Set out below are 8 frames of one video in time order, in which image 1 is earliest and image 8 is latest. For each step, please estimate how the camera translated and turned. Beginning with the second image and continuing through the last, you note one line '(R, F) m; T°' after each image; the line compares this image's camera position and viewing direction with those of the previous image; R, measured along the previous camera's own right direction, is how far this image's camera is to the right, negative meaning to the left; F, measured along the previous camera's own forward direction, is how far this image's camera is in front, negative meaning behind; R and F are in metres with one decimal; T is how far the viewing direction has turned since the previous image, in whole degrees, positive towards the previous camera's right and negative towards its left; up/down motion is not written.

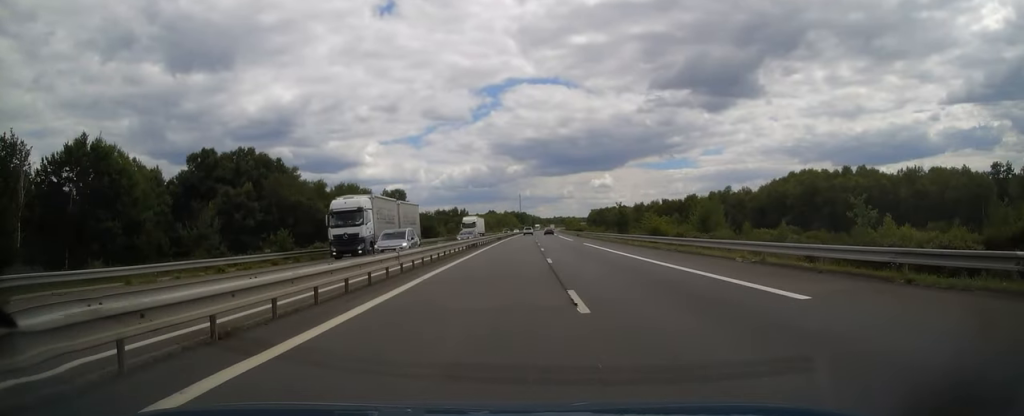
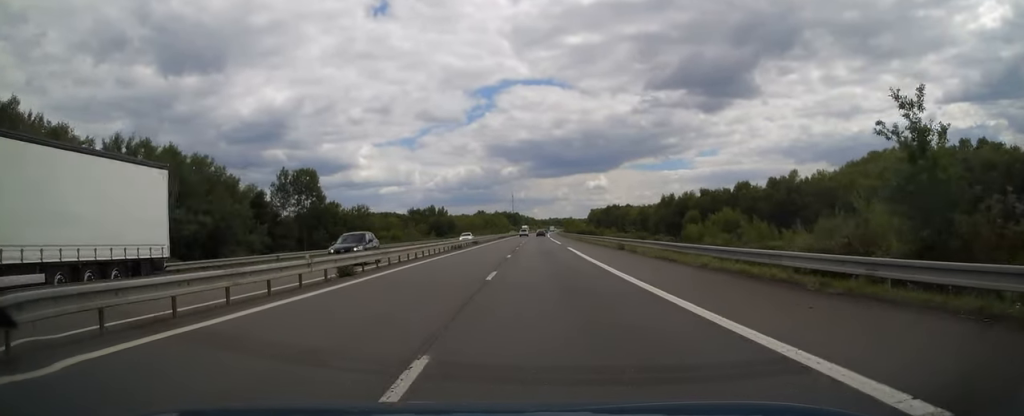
(+0.8, +58.9) m; +1°
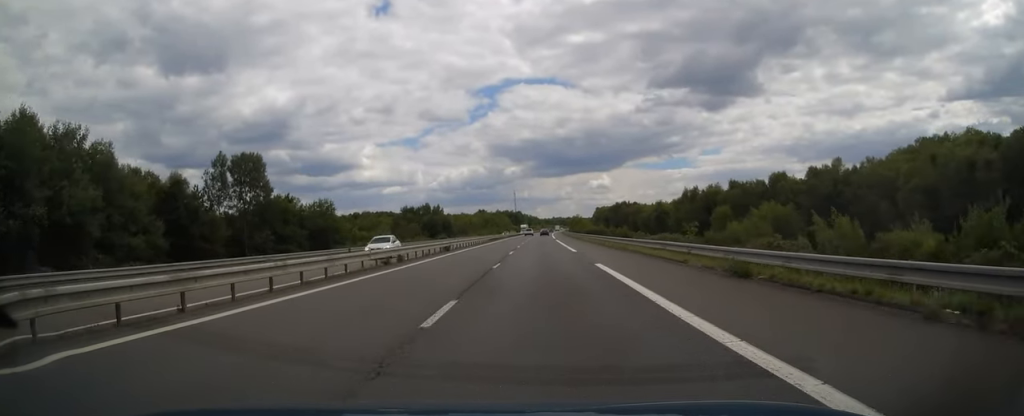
(0.0, +21.3) m; 0°
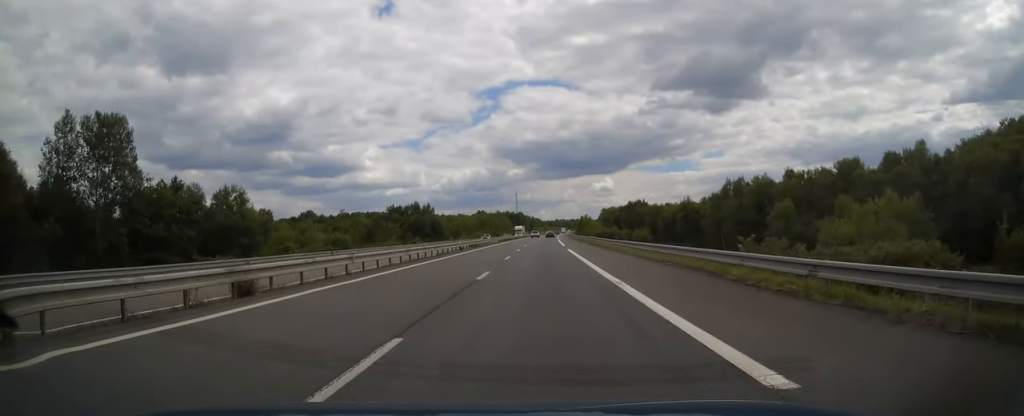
(0.0, +29.6) m; 0°
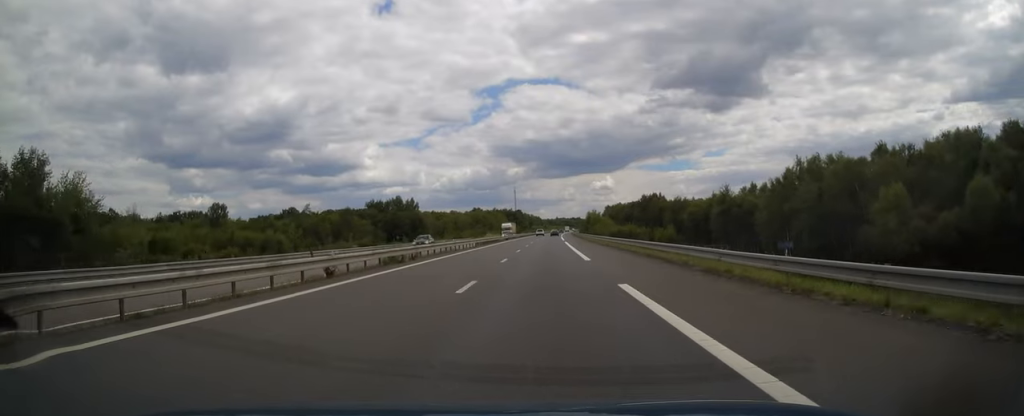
(-0.1, +30.0) m; 0°
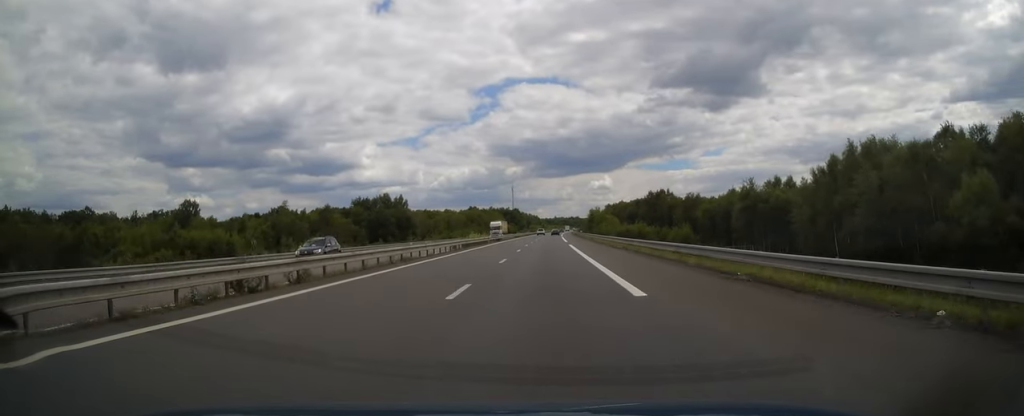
(-0.1, +14.2) m; 0°
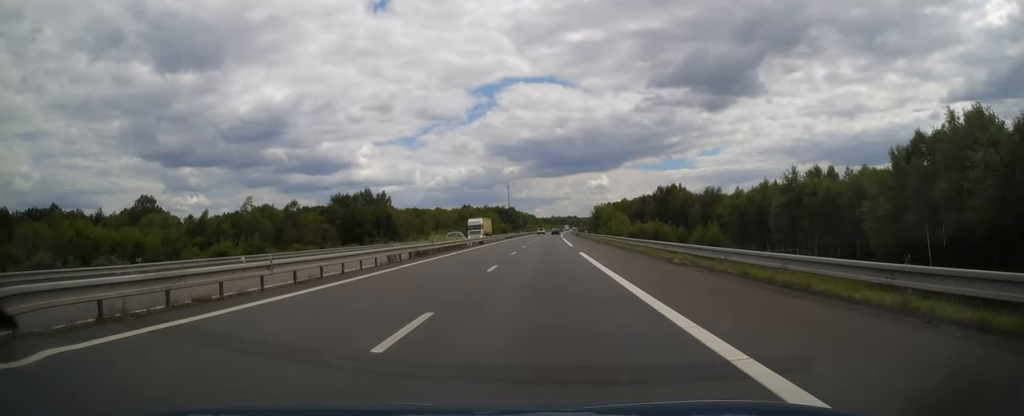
(0.0, +18.2) m; 0°
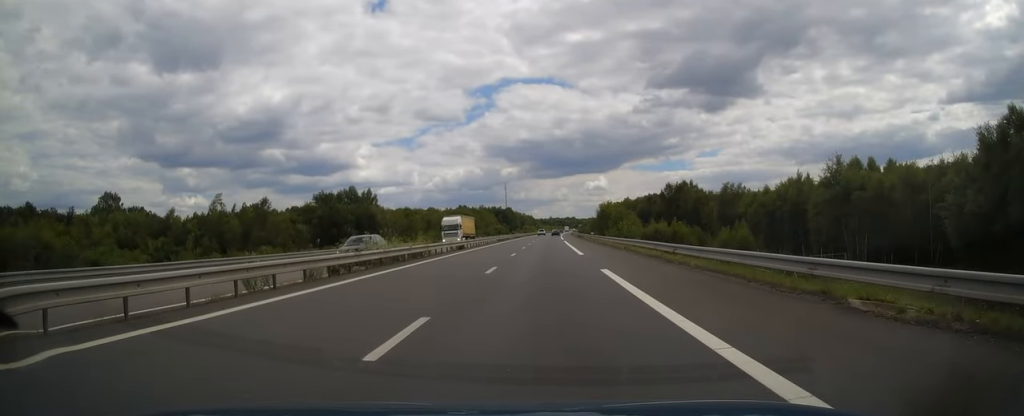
(0.0, +13.3) m; 0°
